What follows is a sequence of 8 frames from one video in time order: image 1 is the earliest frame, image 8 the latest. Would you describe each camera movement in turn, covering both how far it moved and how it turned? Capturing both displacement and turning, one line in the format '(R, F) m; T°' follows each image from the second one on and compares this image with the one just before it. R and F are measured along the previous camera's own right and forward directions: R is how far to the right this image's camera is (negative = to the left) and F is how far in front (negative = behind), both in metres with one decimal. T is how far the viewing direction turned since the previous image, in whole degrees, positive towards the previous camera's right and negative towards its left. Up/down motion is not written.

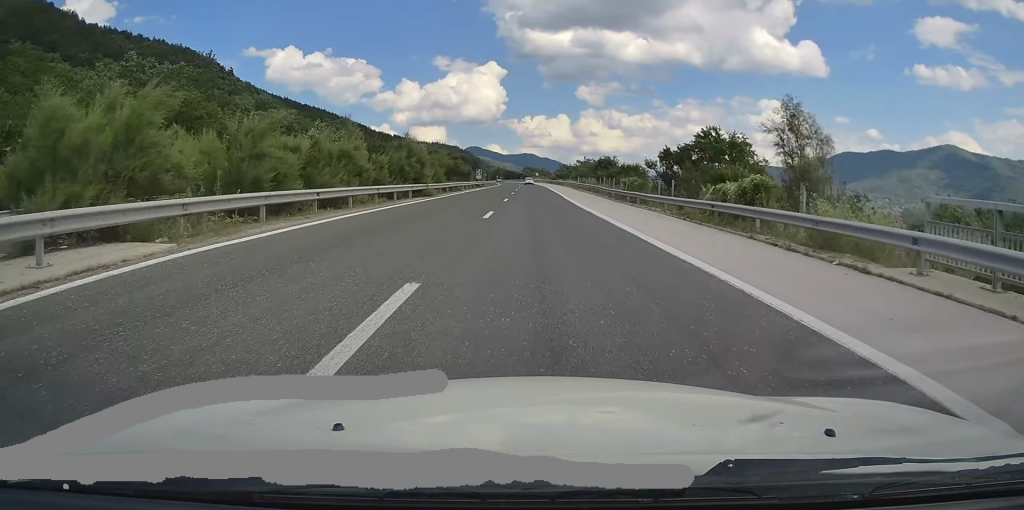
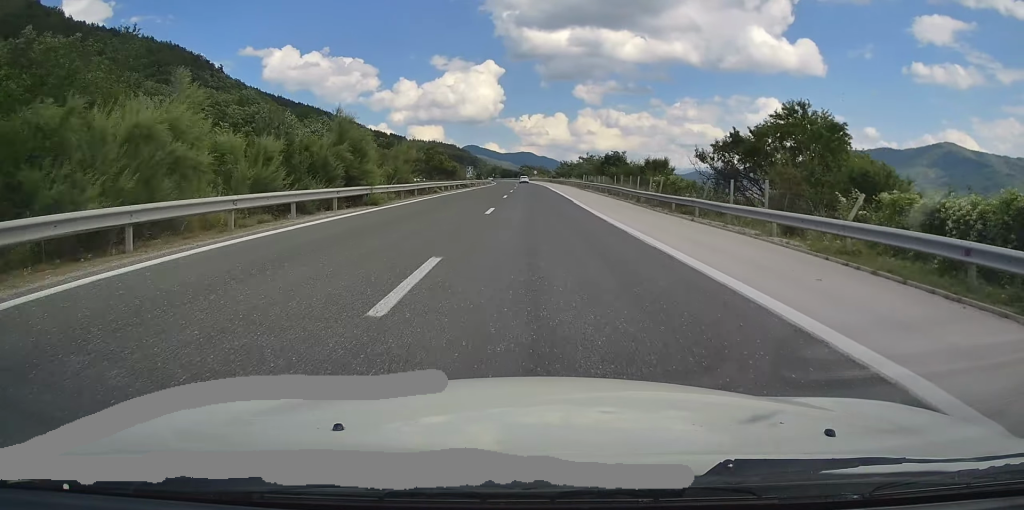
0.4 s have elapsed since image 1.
(+0.2, +13.6) m; 0°
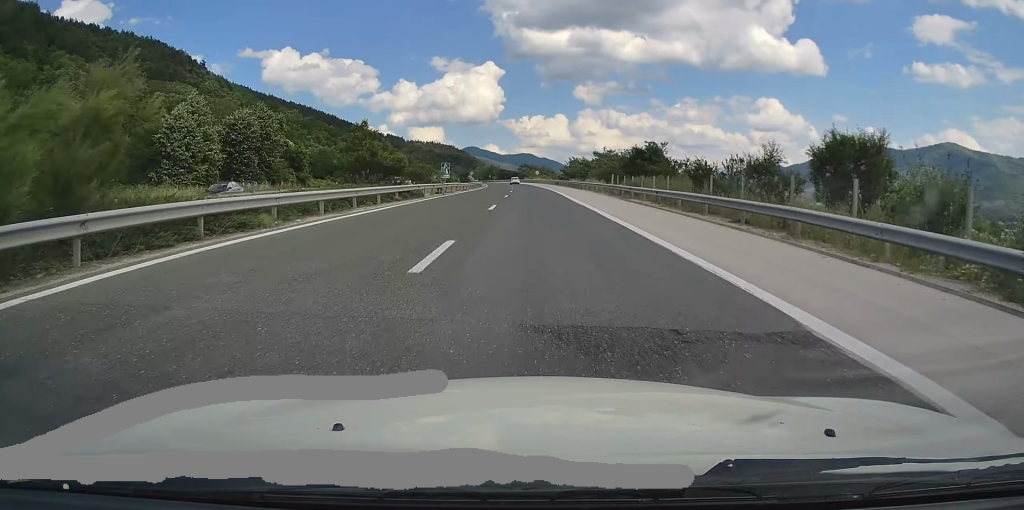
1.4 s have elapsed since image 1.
(+0.2, +29.4) m; 0°
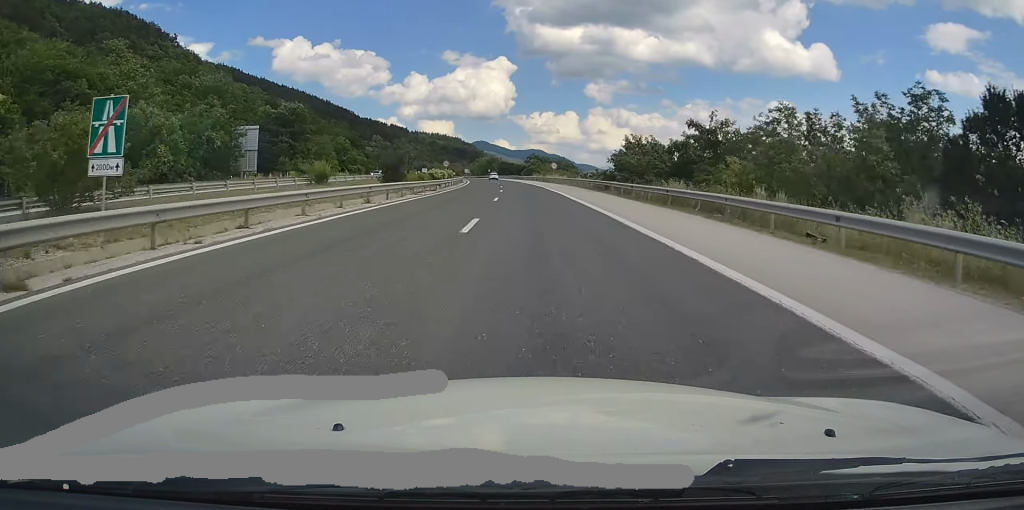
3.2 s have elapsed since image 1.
(-0.1, +57.6) m; 0°
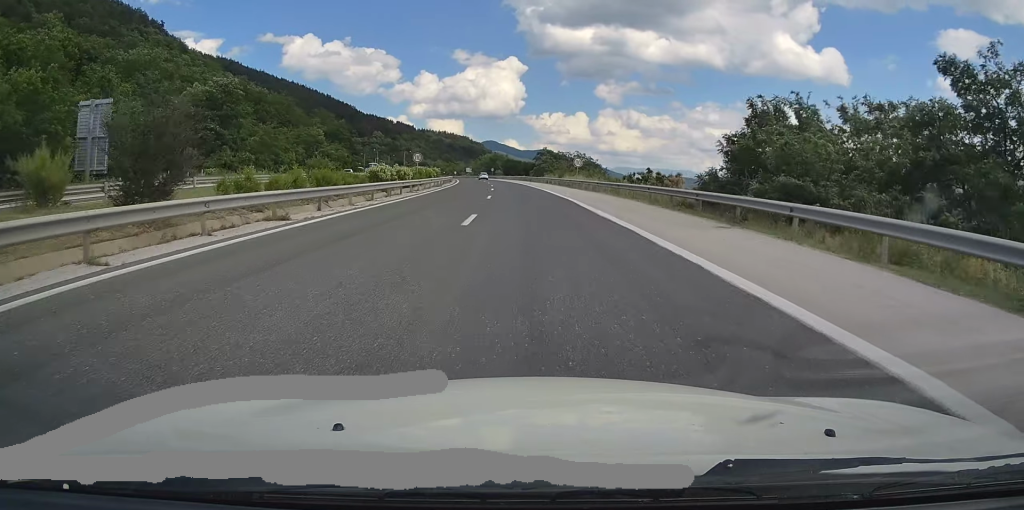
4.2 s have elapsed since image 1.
(-0.1, +30.2) m; -1°
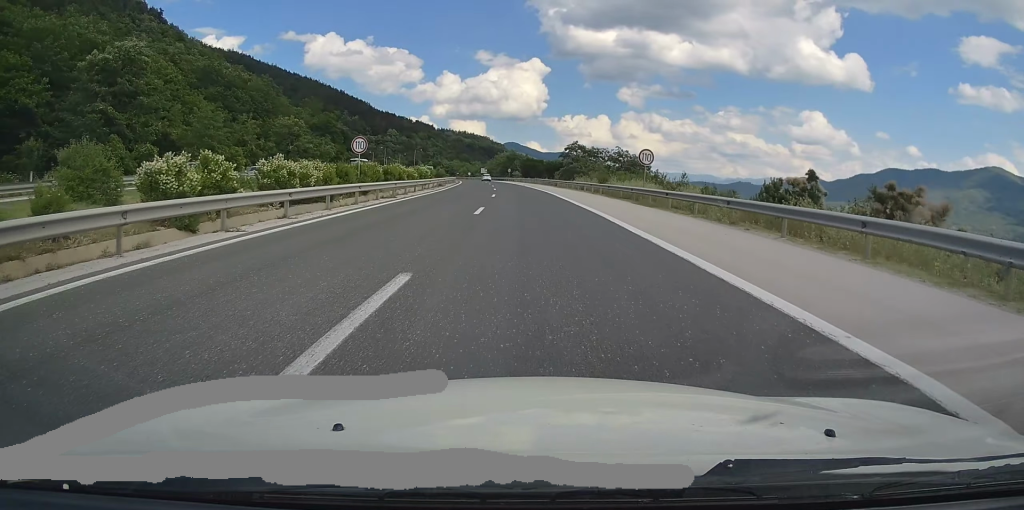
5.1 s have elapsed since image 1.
(-0.3, +27.6) m; -1°
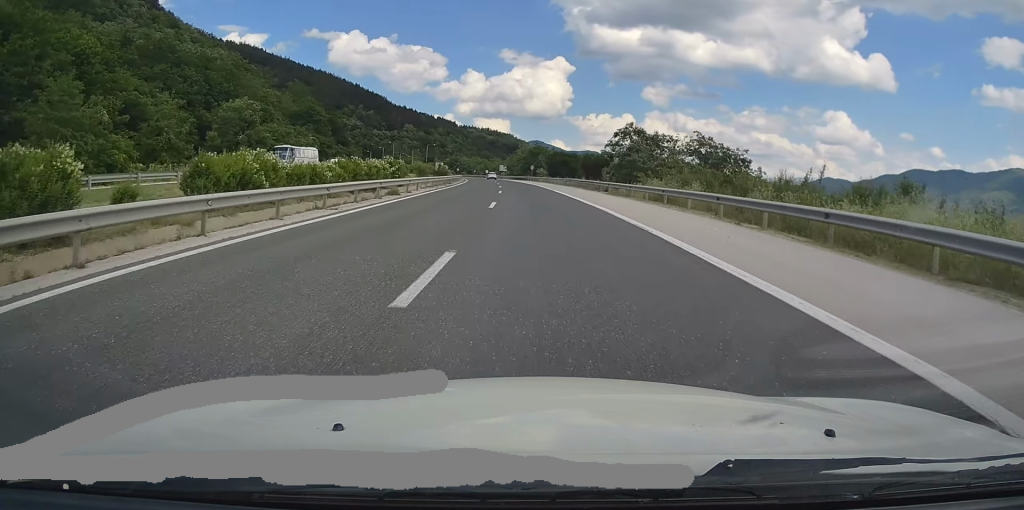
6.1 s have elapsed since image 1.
(-0.4, +29.9) m; -1°
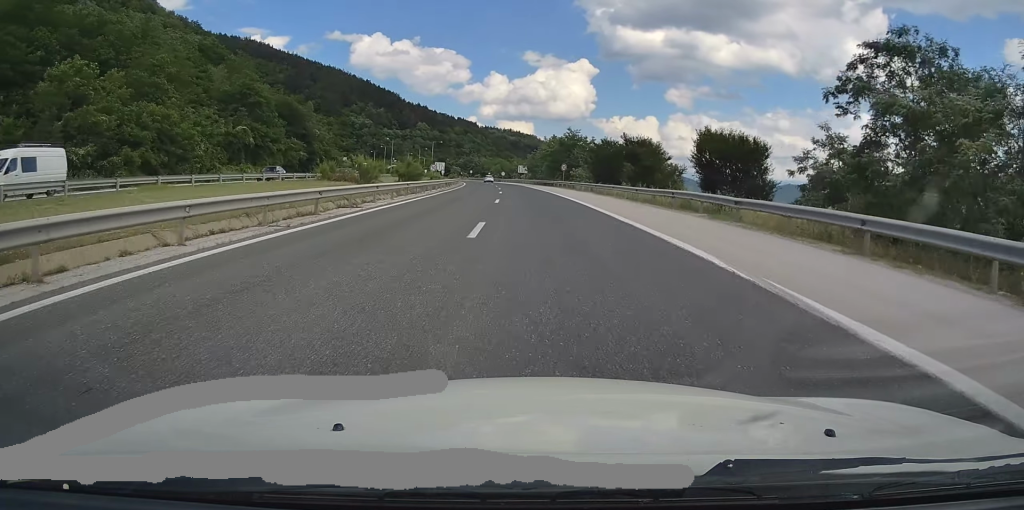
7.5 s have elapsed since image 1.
(-0.7, +41.7) m; -3°
